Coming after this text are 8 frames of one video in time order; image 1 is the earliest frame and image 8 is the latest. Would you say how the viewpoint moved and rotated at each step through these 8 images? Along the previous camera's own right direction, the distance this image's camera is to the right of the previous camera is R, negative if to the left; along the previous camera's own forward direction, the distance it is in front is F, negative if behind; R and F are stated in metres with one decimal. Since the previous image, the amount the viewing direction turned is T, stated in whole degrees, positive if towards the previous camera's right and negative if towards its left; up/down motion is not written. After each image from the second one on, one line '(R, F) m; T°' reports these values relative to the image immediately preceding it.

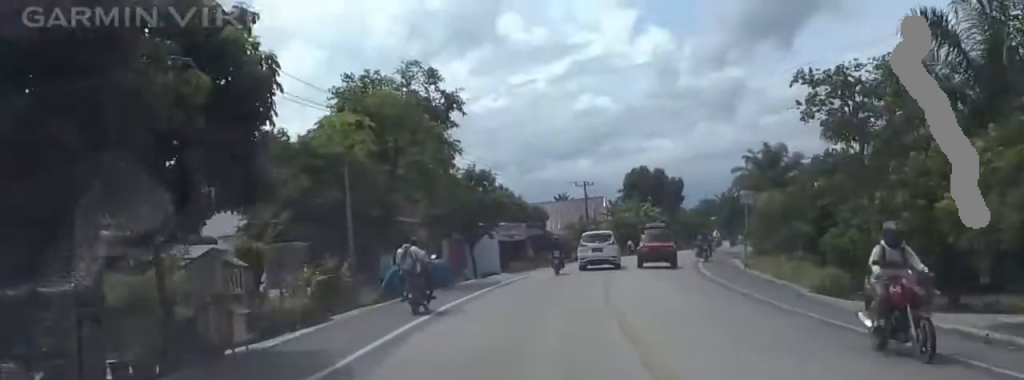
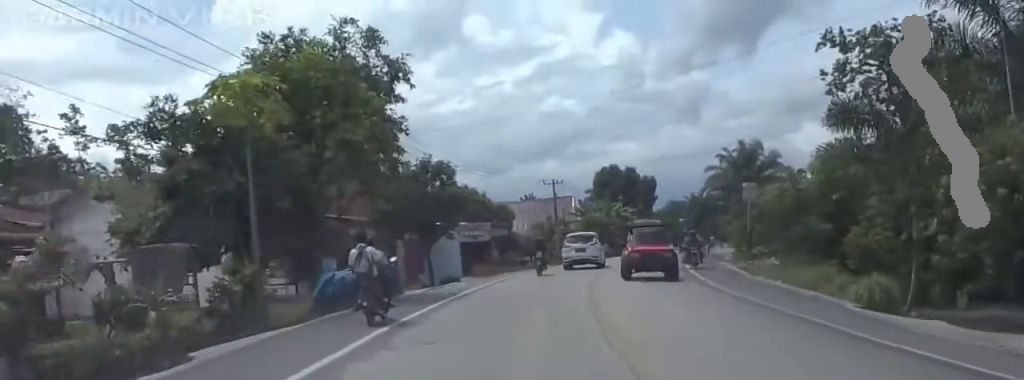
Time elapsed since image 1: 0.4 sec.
(-0.9, +5.6) m; +2°
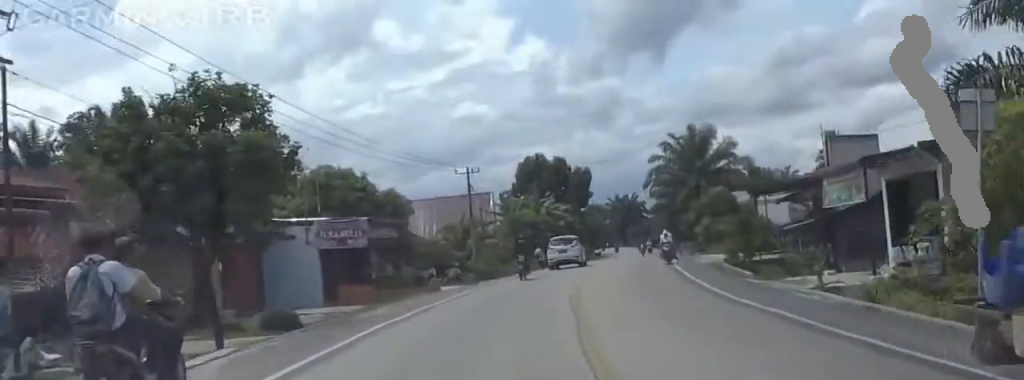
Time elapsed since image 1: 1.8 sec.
(+2.8, +19.7) m; +6°
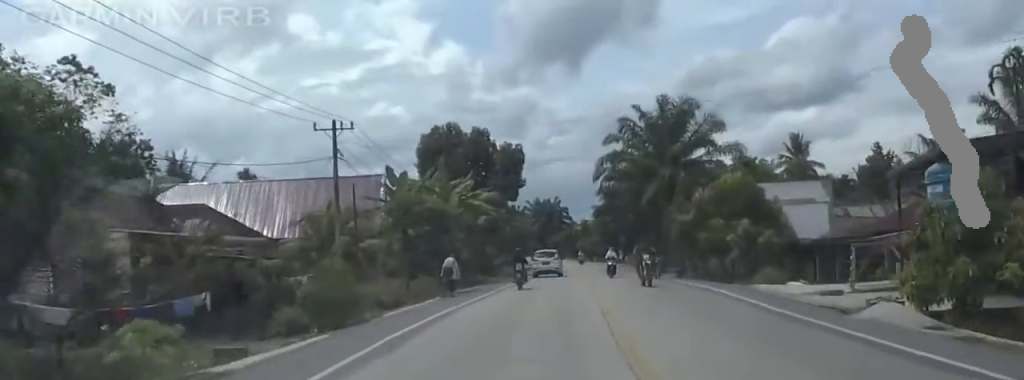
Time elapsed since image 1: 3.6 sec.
(+0.6, +27.4) m; +7°
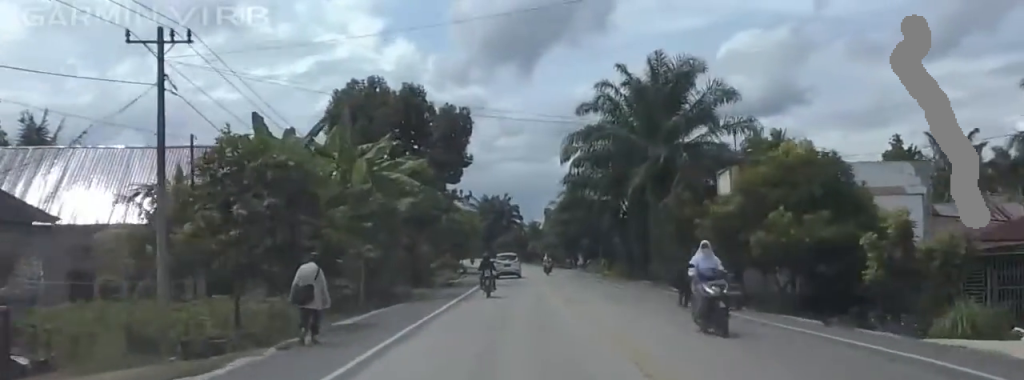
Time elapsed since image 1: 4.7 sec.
(+0.2, +16.7) m; 0°
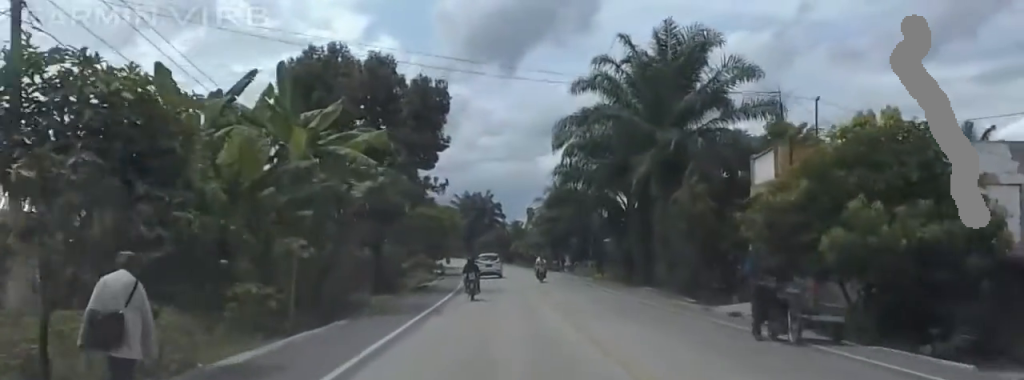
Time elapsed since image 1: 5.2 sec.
(-0.1, +7.3) m; -1°
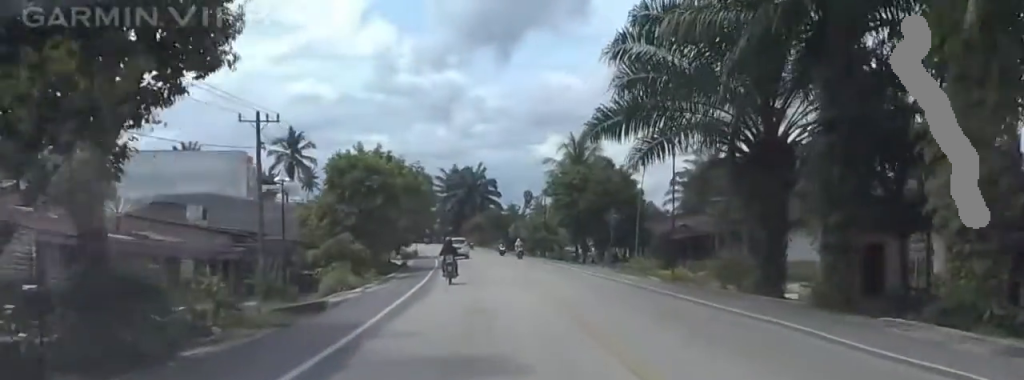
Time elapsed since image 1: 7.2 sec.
(-0.2, +29.8) m; 0°
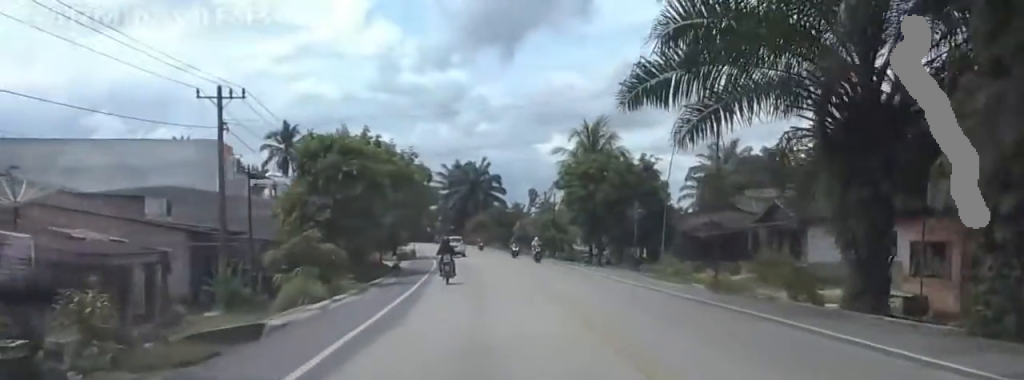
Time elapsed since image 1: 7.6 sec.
(0.0, +6.7) m; 0°
